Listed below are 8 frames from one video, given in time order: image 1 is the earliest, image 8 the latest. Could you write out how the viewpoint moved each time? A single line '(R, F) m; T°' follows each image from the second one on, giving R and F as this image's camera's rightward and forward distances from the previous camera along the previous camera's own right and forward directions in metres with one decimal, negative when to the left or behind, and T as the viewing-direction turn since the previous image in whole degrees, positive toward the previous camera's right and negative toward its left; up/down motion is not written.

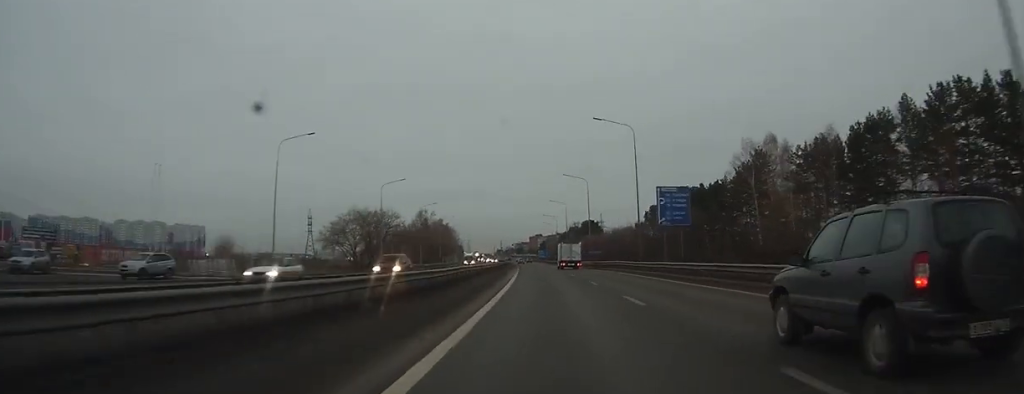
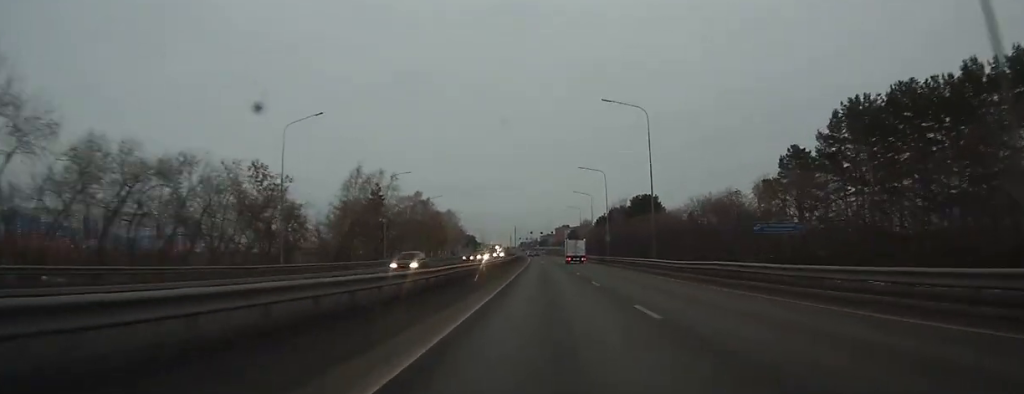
(-1.1, +77.3) m; -1°
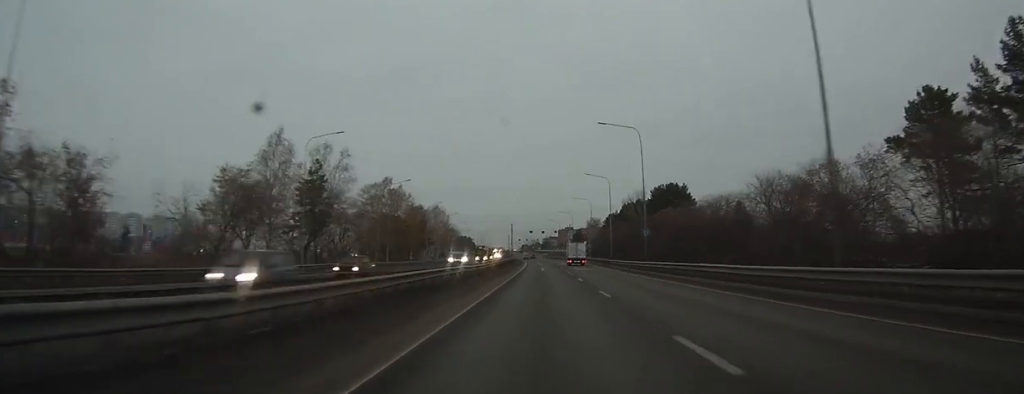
(0.0, +29.9) m; 0°
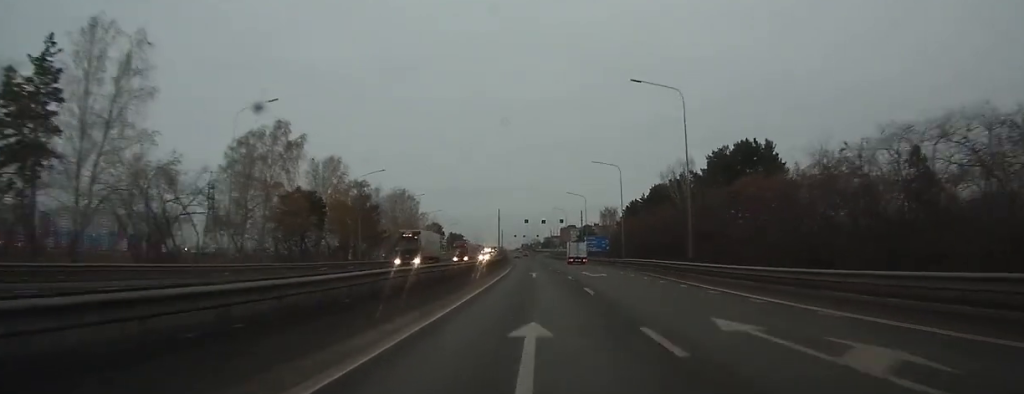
(-0.4, +47.3) m; -1°
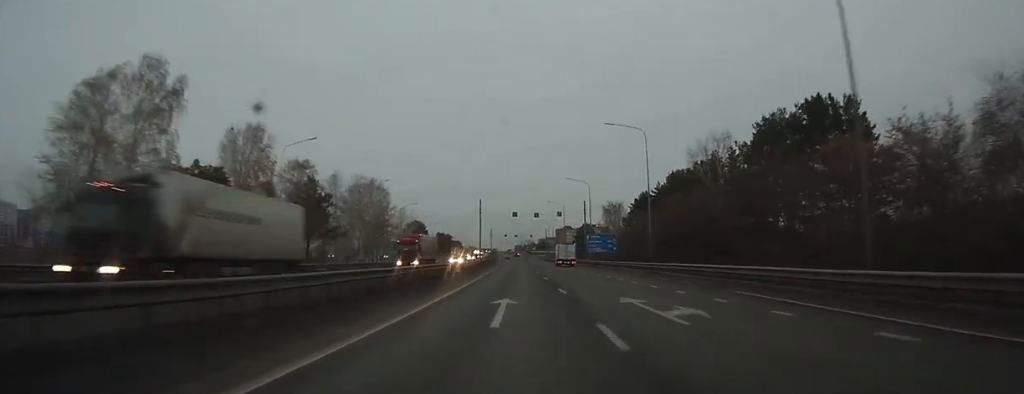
(0.0, +23.2) m; 0°
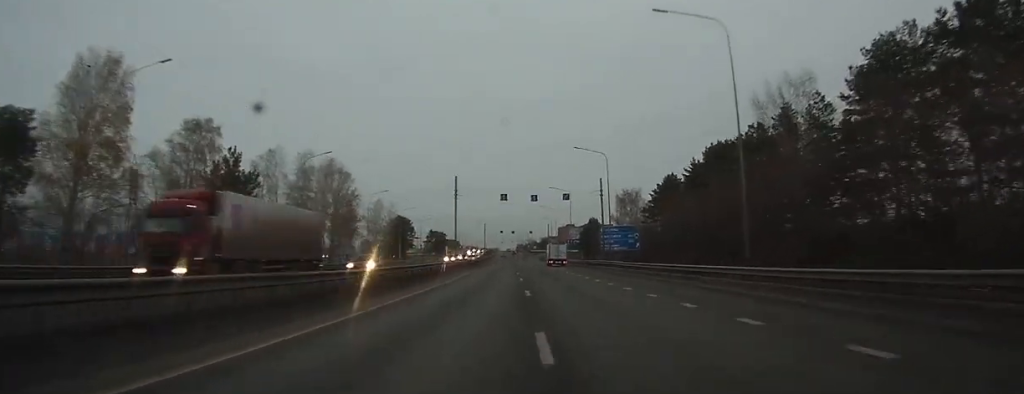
(+0.1, +24.8) m; 0°
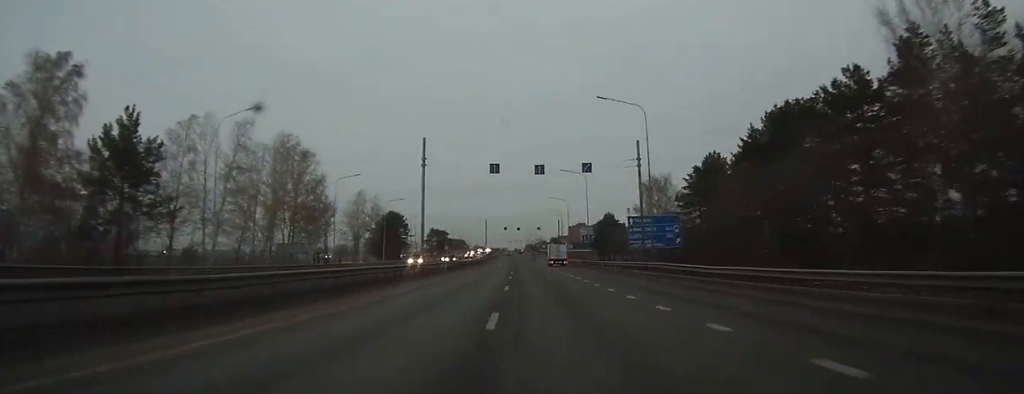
(-0.1, +20.7) m; 0°
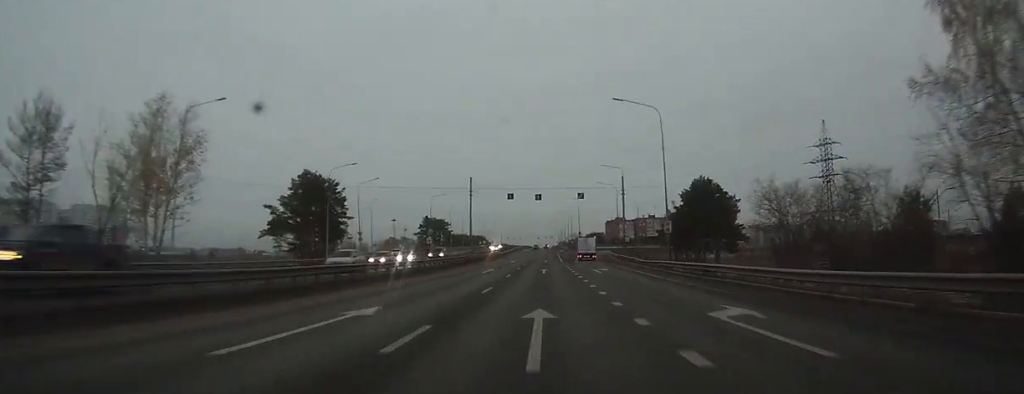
(-1.2, +74.7) m; -2°
